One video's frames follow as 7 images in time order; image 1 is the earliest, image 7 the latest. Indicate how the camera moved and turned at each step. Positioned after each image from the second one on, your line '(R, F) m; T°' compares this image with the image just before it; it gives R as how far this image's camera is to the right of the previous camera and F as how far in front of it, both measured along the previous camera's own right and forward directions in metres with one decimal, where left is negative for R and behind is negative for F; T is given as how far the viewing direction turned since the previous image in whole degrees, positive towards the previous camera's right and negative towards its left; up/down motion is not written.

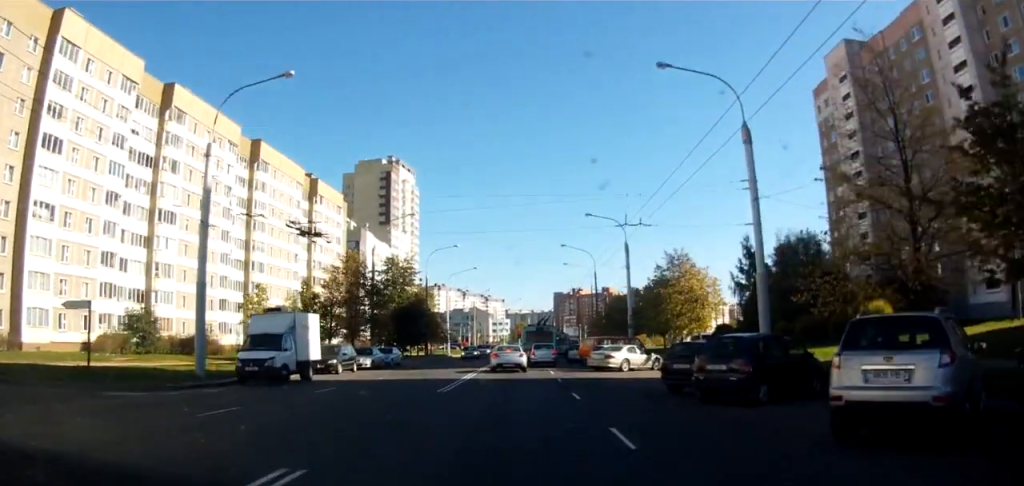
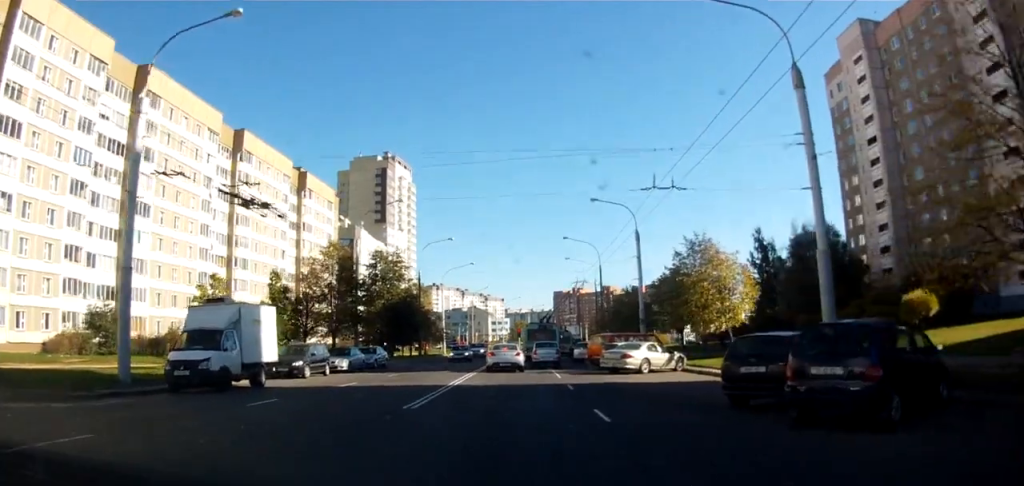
(0.0, +5.5) m; 0°
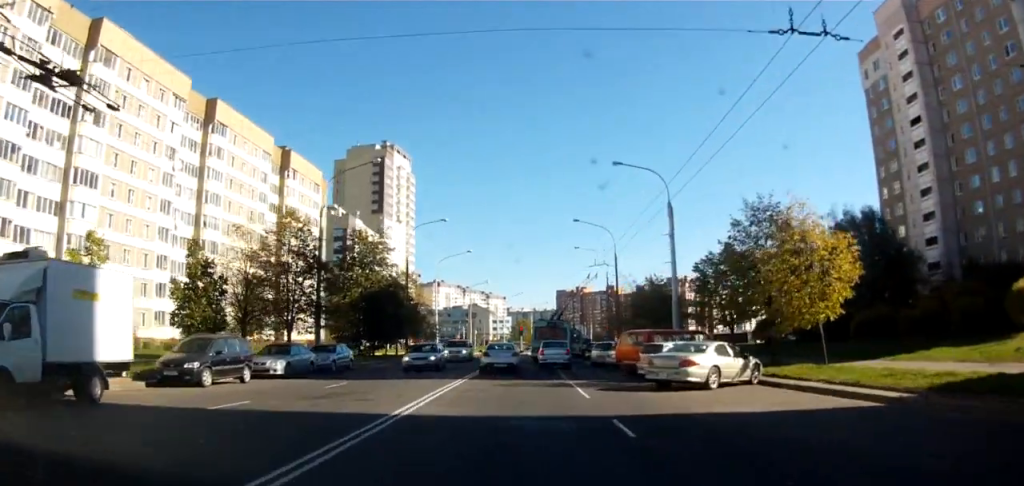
(0.0, +9.7) m; 0°
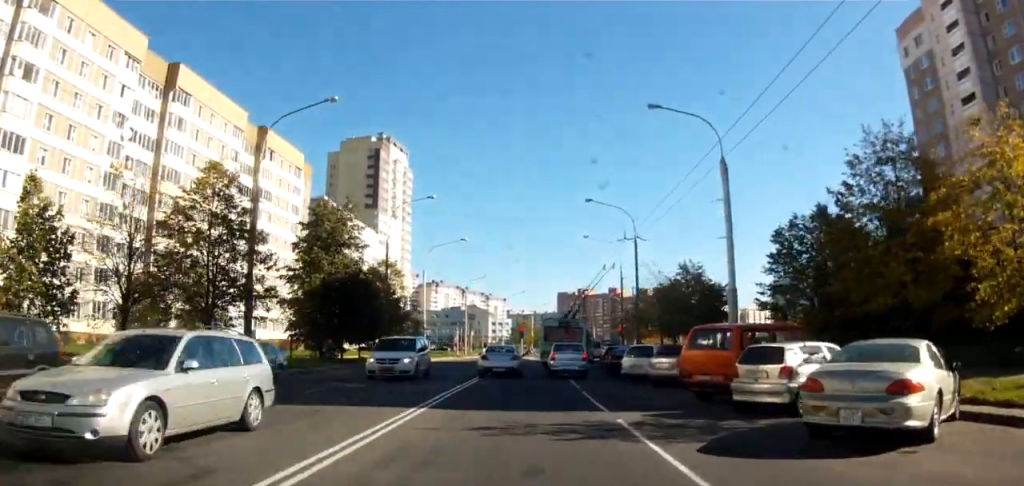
(0.0, +10.2) m; 0°
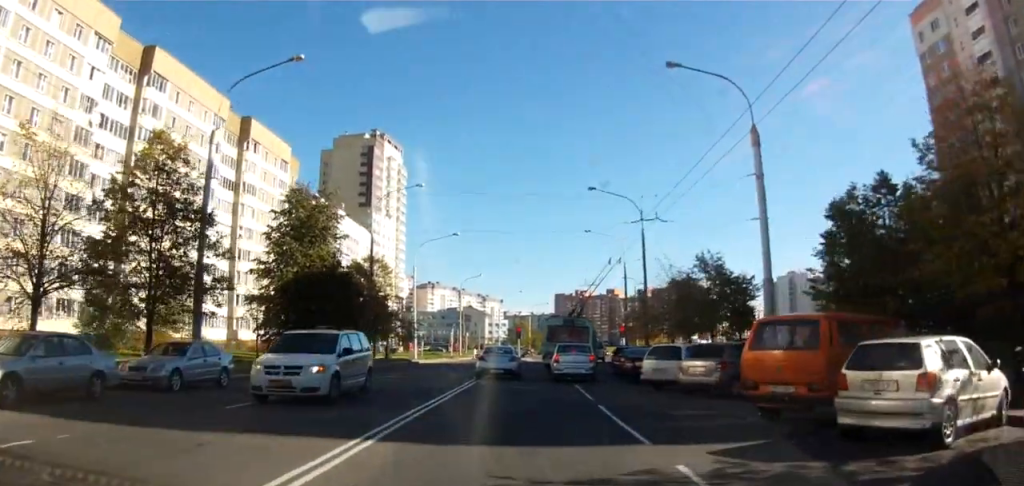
(-0.1, +4.8) m; +1°
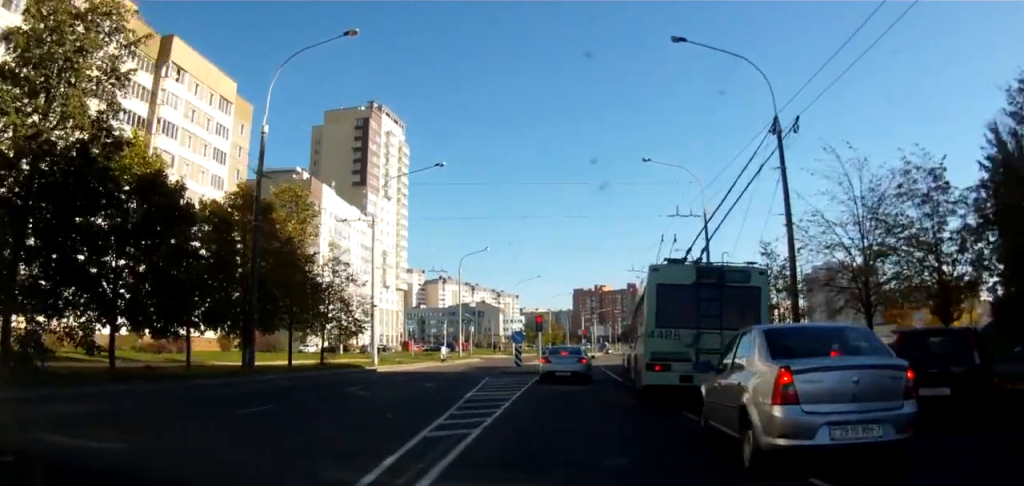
(+1.4, +24.3) m; +2°
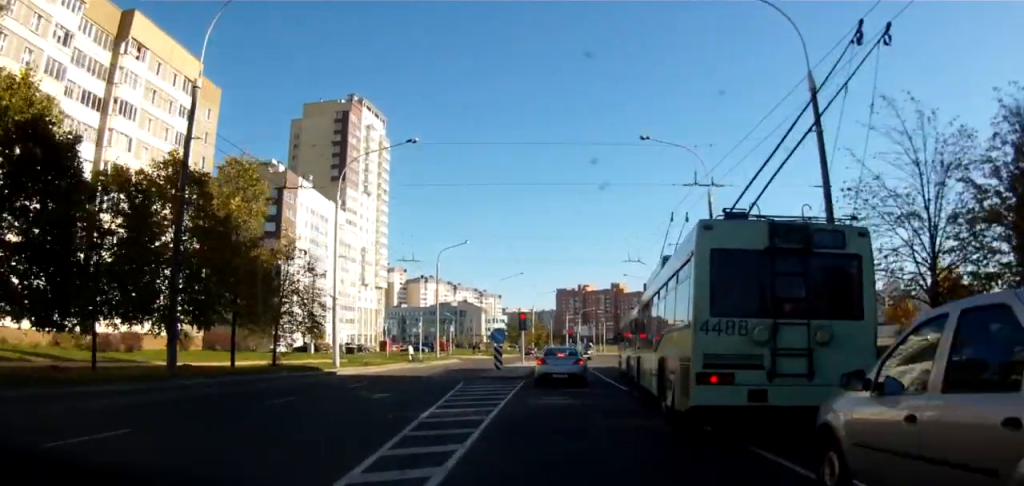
(+0.1, +4.8) m; -2°
